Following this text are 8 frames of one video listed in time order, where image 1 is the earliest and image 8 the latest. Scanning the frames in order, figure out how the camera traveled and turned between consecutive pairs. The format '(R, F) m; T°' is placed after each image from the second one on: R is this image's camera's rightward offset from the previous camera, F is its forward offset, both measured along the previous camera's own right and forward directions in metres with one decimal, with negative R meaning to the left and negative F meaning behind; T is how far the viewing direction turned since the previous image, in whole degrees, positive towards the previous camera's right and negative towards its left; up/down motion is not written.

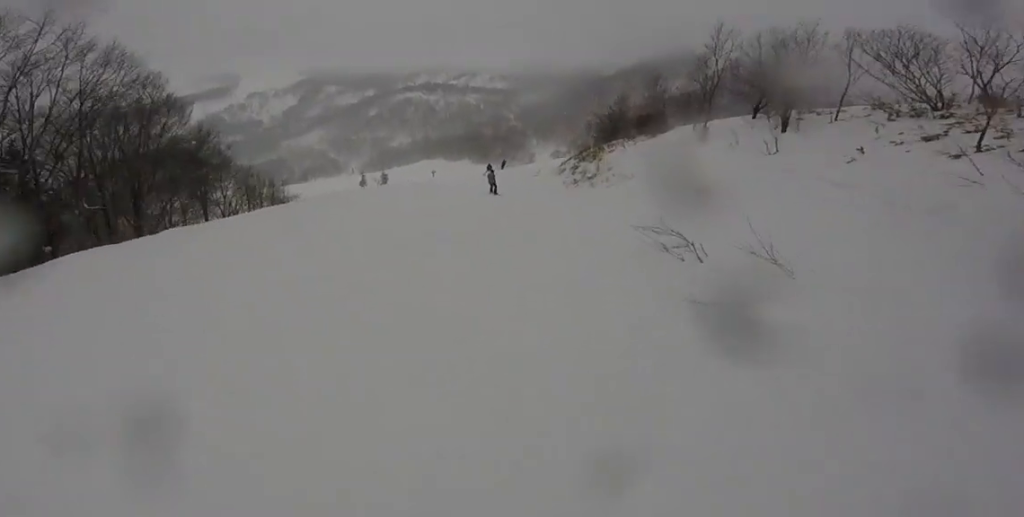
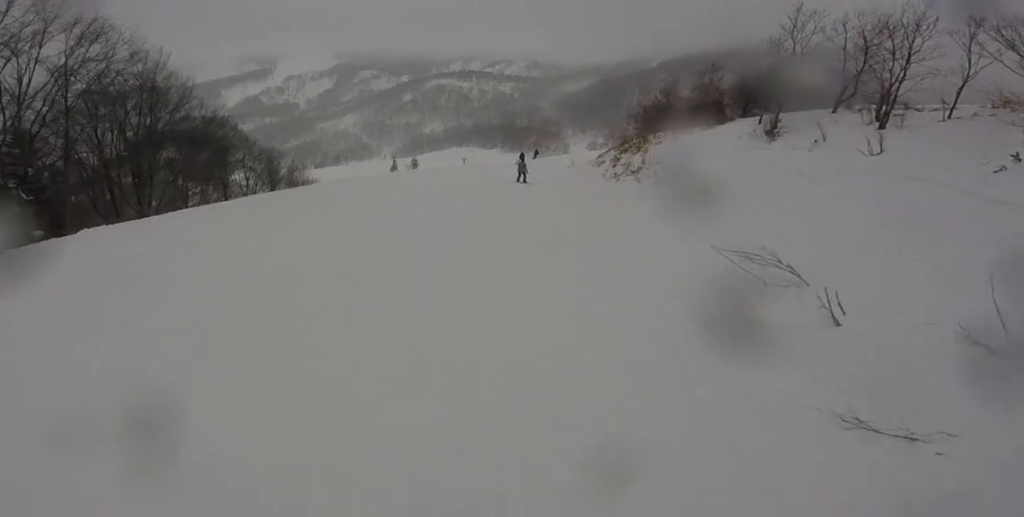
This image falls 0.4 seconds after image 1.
(-0.1, +2.3) m; -2°
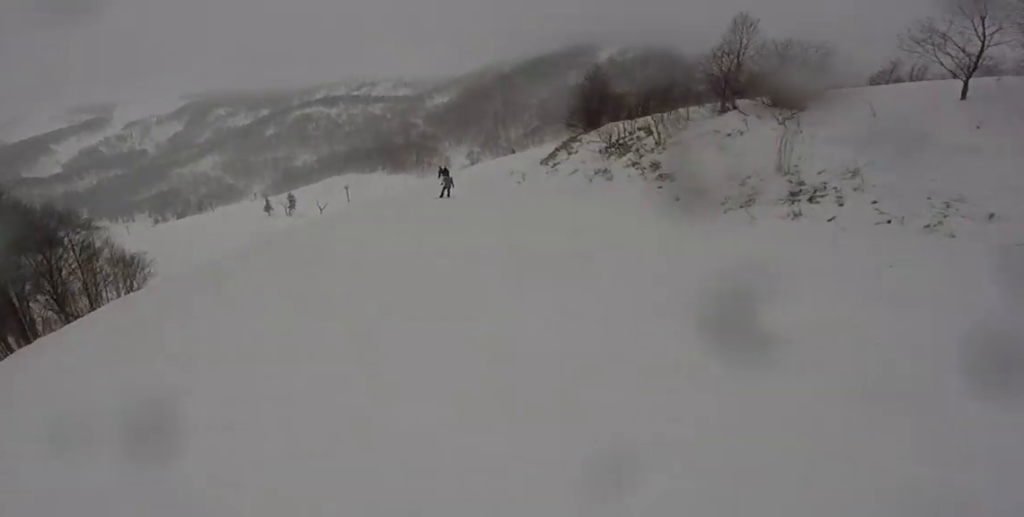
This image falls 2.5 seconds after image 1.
(+2.4, +13.7) m; +17°
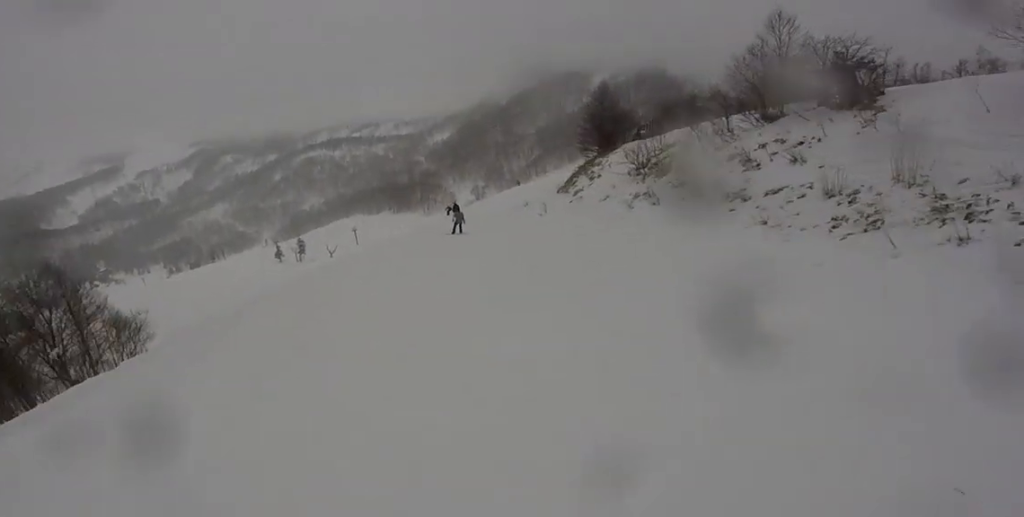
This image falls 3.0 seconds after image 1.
(0.0, +3.0) m; -3°
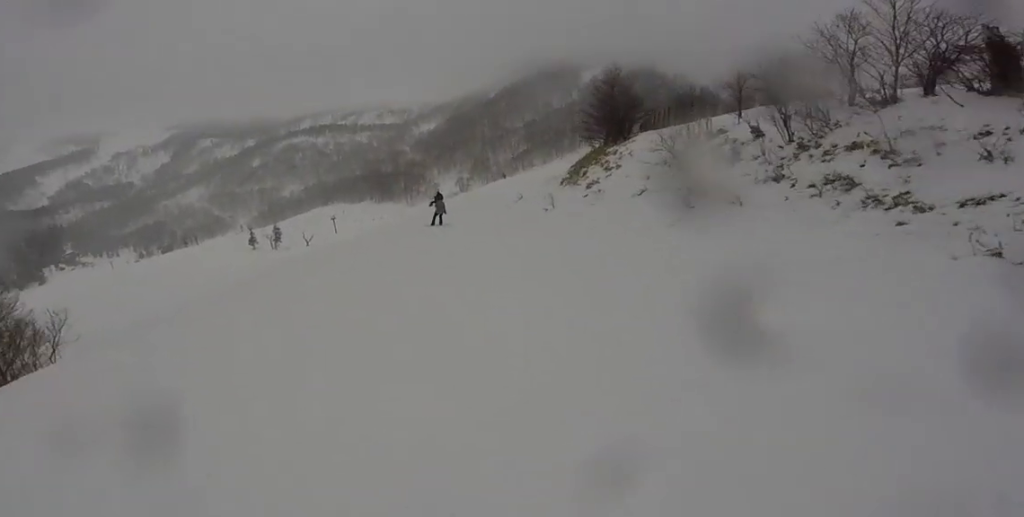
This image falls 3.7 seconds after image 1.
(-0.1, +5.3) m; -2°
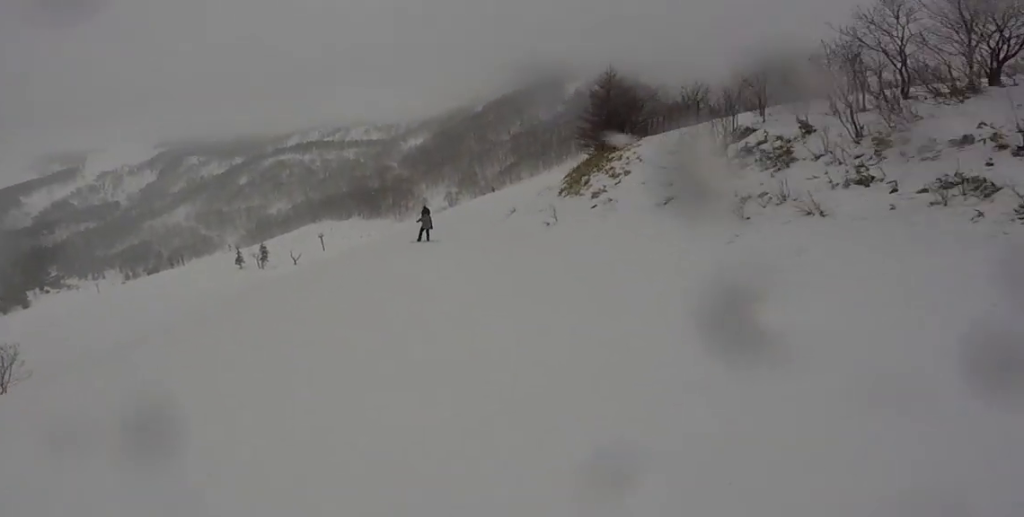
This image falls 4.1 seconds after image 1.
(-0.5, +2.8) m; +3°
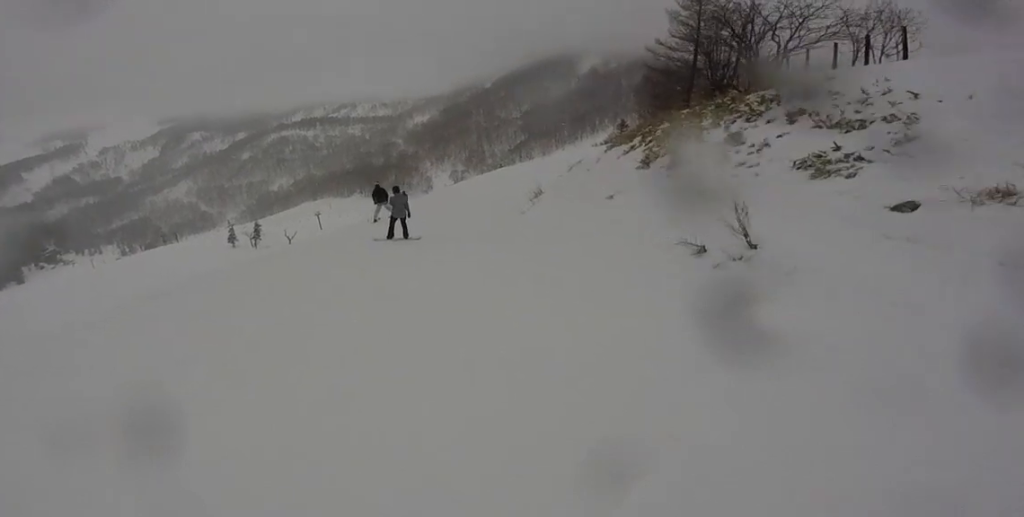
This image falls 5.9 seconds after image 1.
(+1.7, +12.3) m; +10°
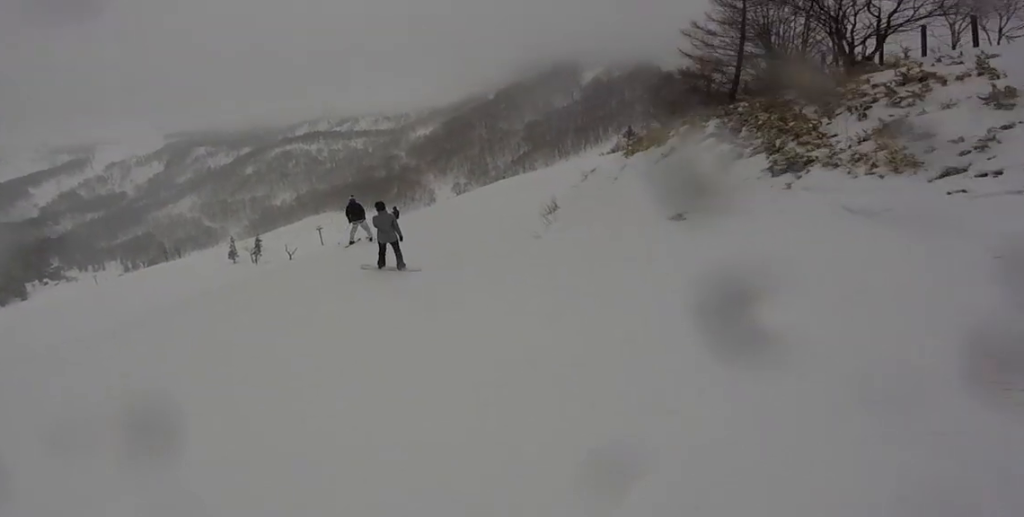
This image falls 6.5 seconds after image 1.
(-0.4, +4.2) m; +1°
